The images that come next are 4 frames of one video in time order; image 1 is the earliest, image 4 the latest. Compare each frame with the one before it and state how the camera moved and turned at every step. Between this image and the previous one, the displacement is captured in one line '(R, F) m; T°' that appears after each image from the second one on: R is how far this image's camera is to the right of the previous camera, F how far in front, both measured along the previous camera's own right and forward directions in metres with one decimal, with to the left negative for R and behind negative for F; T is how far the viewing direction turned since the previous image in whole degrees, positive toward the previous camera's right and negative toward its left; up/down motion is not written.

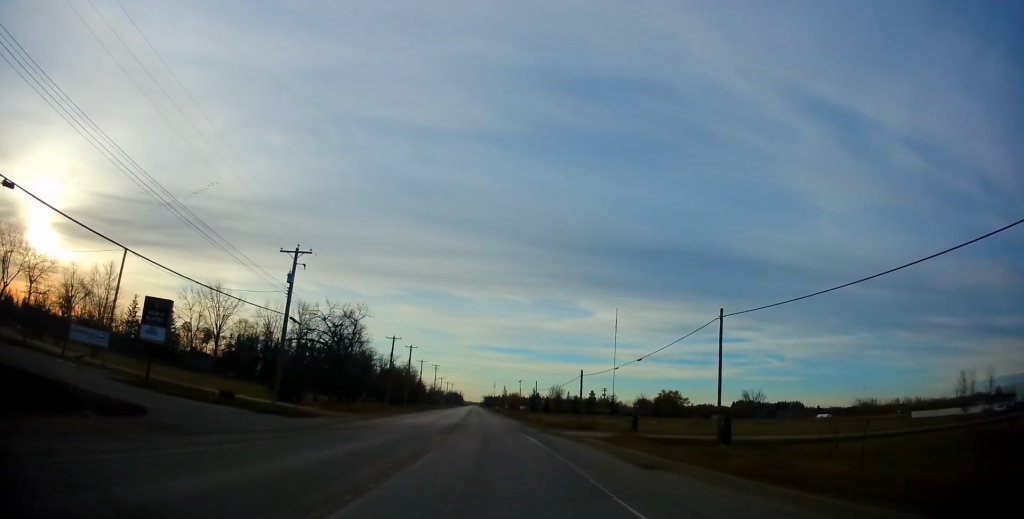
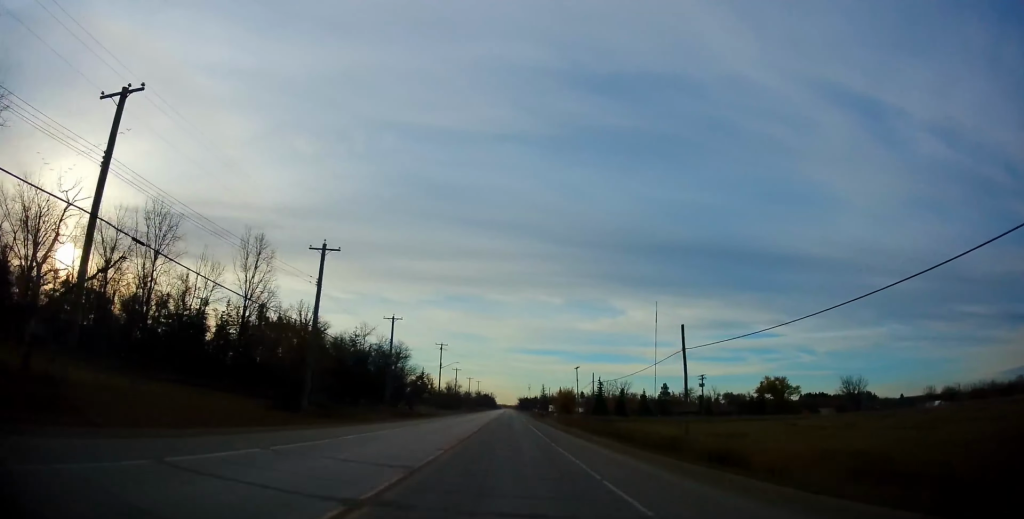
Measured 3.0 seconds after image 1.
(-4.1, +76.0) m; -3°
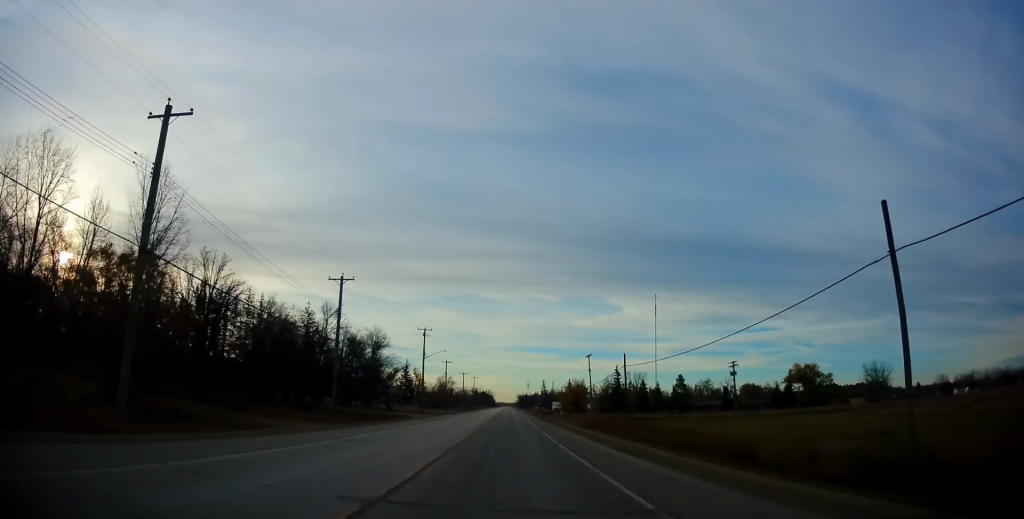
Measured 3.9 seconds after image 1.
(0.0, +21.4) m; 0°
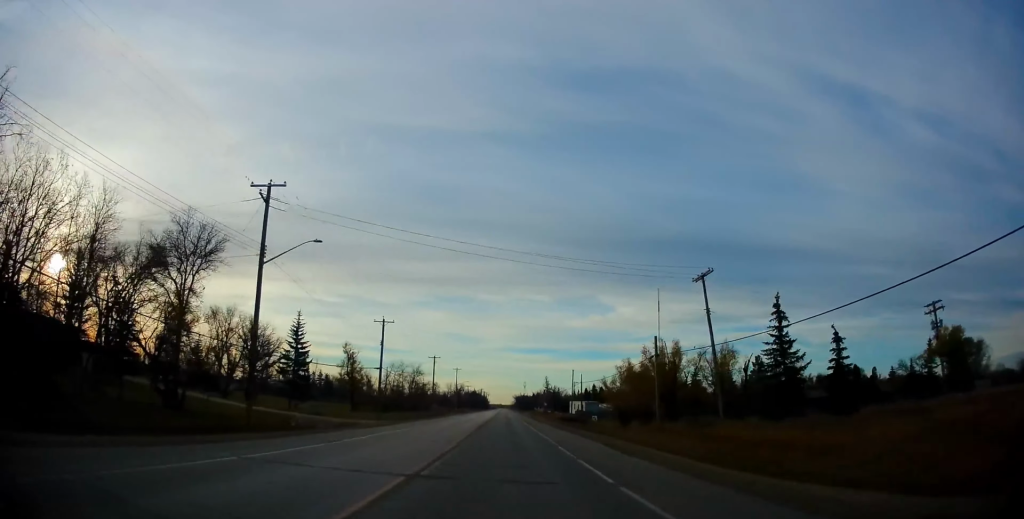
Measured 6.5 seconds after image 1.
(+0.6, +63.1) m; +1°
